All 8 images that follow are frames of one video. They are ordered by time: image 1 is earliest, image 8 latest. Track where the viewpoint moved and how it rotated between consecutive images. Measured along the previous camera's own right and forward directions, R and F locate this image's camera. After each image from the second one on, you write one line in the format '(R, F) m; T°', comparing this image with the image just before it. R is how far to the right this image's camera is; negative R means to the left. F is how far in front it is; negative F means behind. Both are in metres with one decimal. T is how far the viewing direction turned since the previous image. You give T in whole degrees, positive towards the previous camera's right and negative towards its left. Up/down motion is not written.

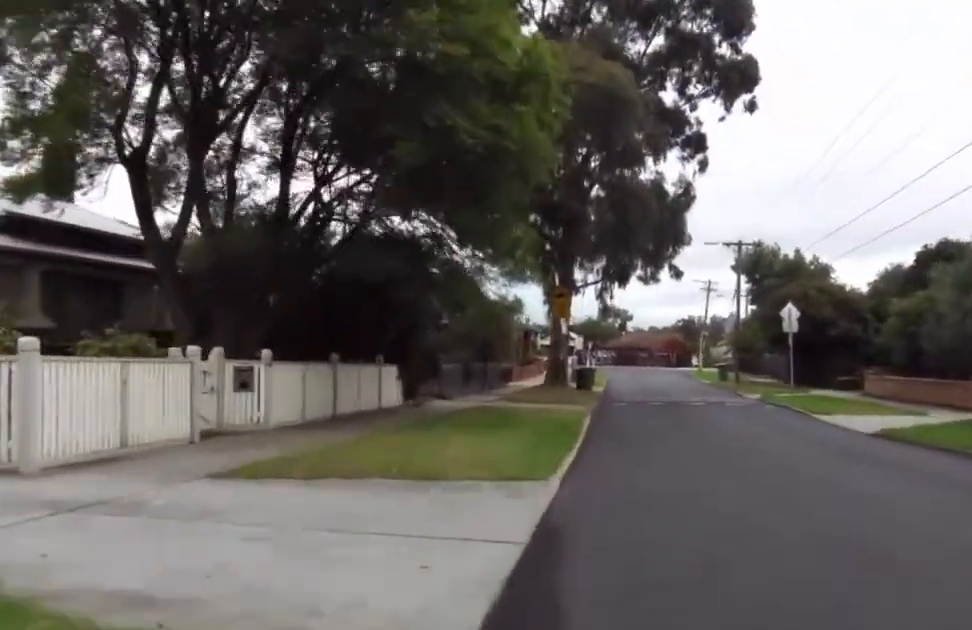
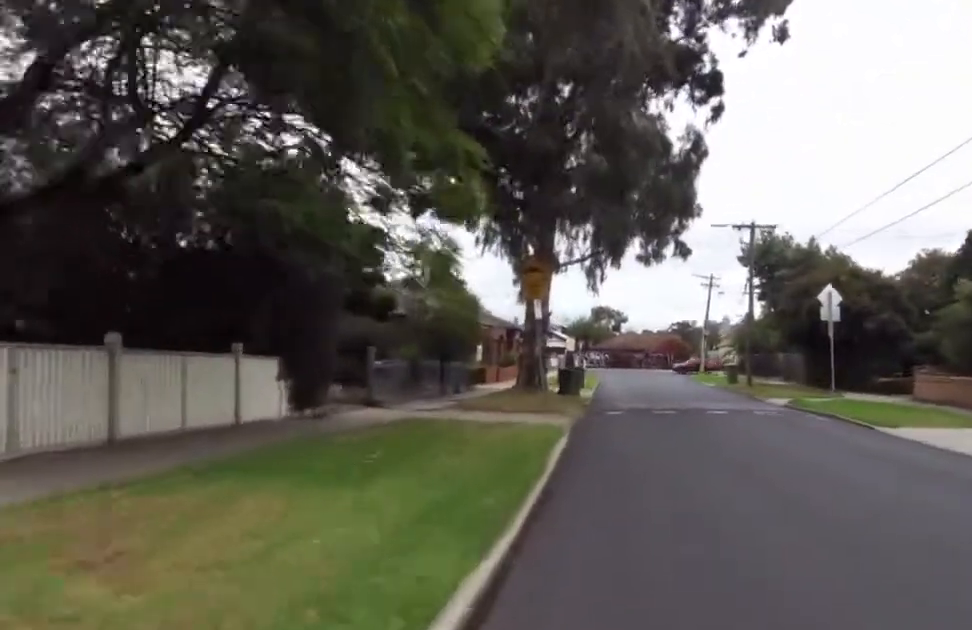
(-0.9, +6.3) m; +1°
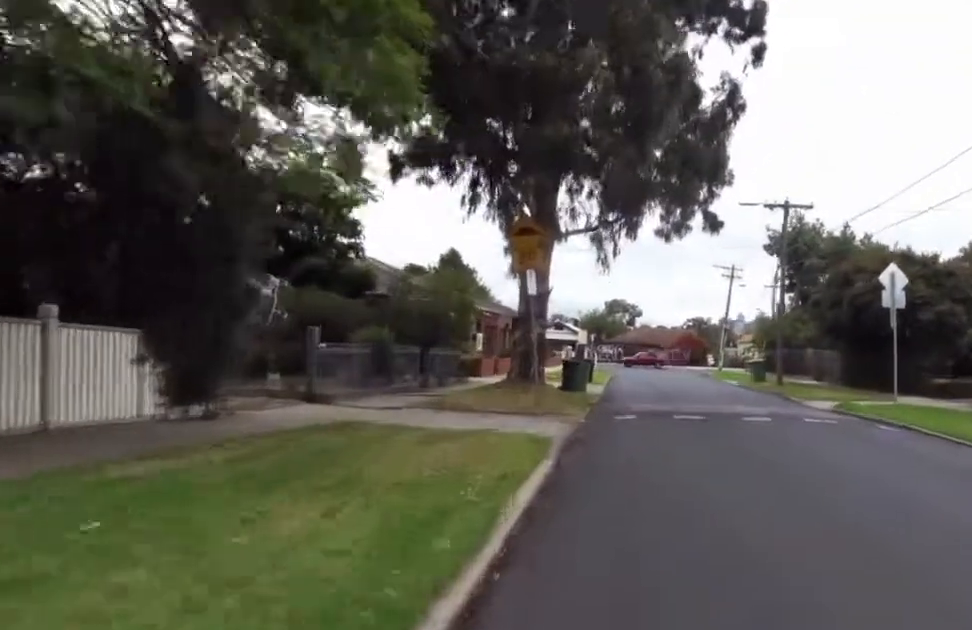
(+0.3, +3.9) m; +1°
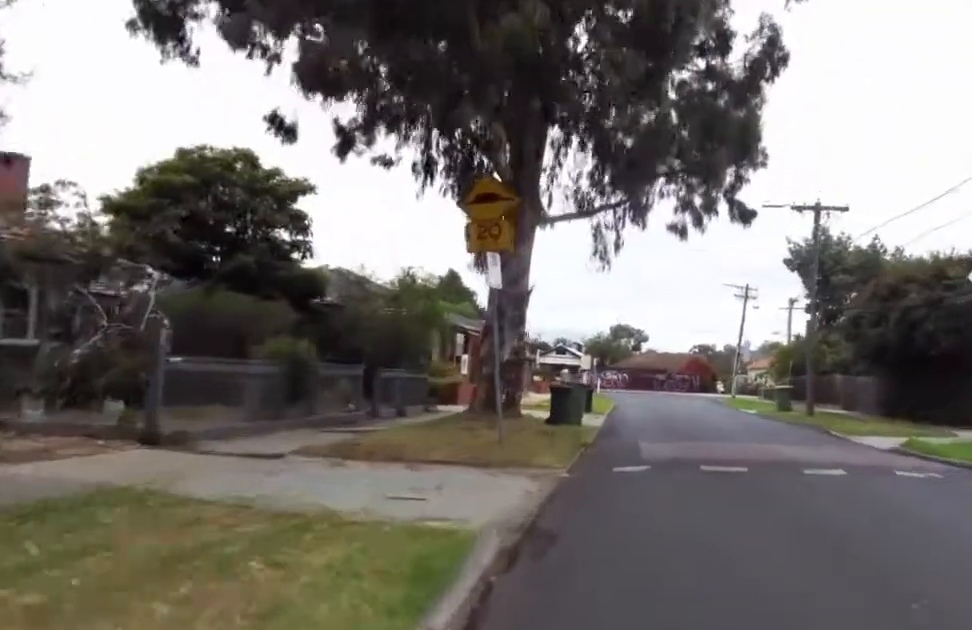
(+0.7, +4.4) m; +1°
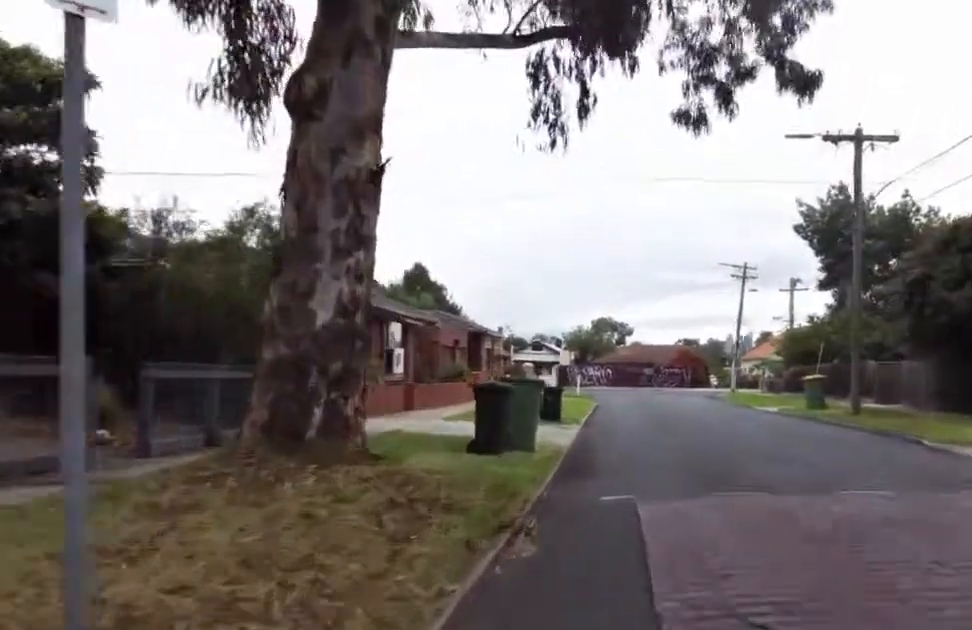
(-0.9, +7.1) m; -2°
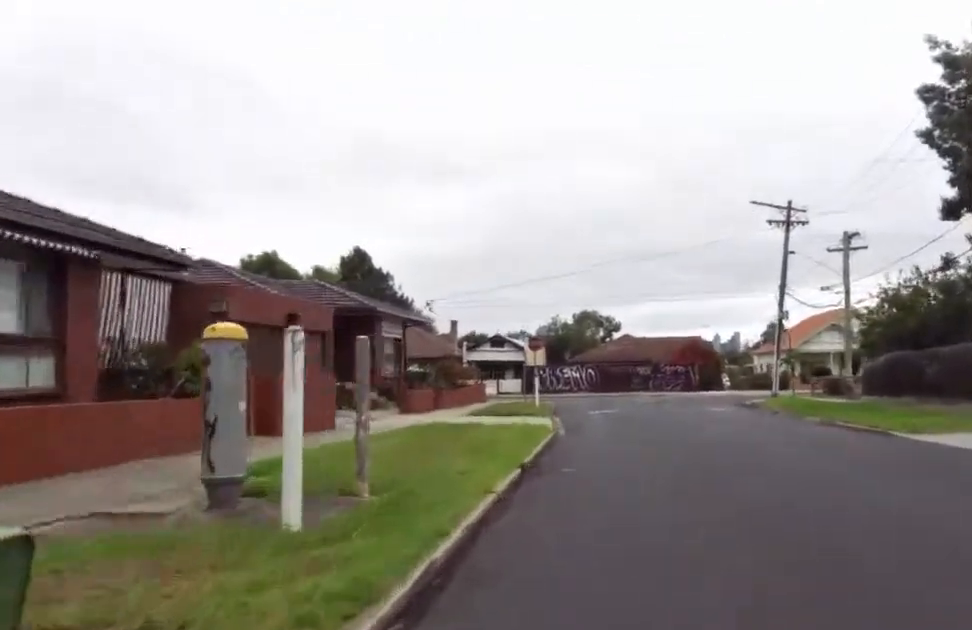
(-0.1, +16.7) m; -1°
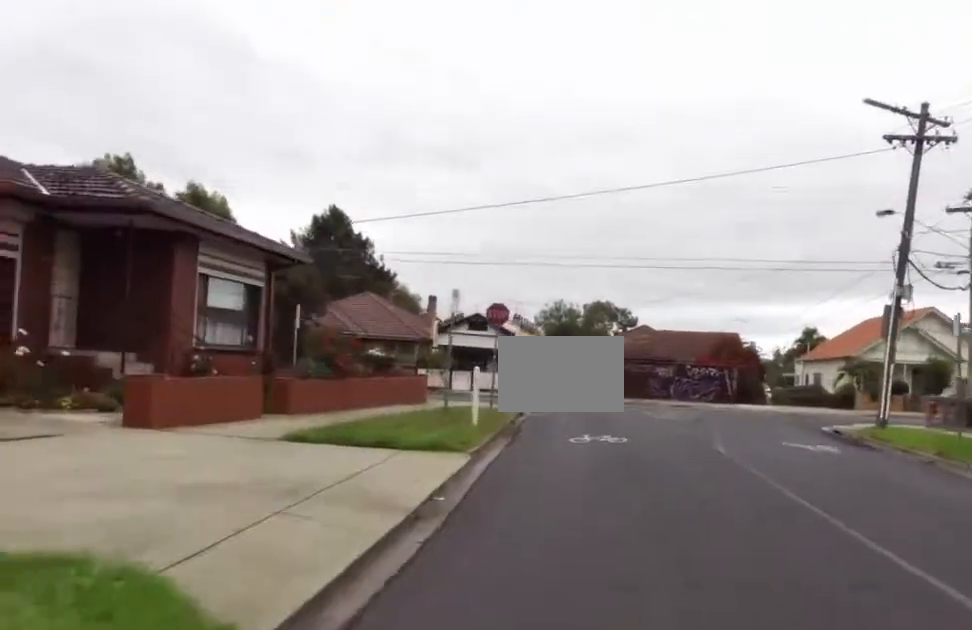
(0.0, +11.9) m; +2°
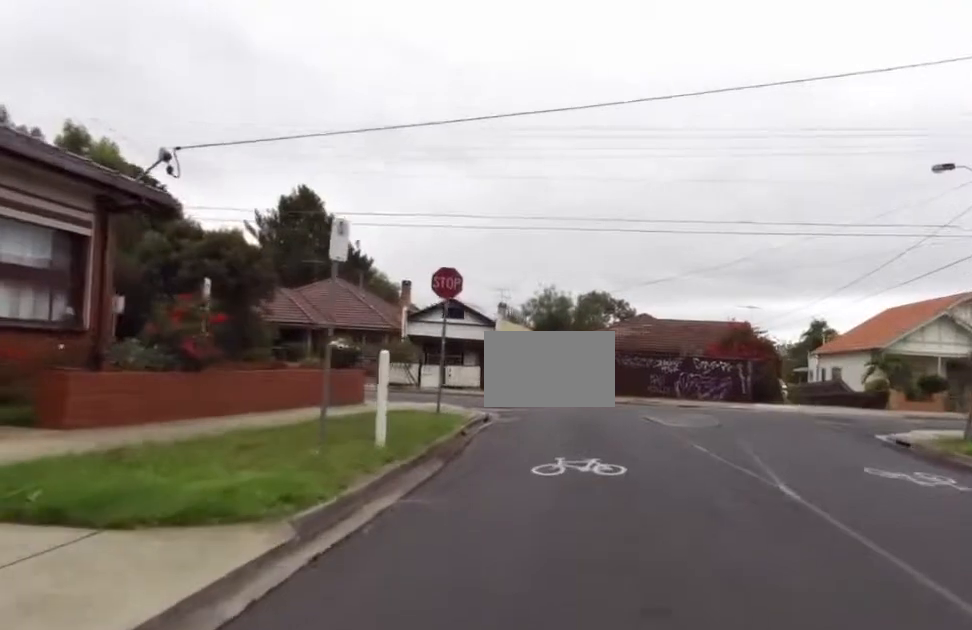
(+0.6, +4.7) m; +2°
